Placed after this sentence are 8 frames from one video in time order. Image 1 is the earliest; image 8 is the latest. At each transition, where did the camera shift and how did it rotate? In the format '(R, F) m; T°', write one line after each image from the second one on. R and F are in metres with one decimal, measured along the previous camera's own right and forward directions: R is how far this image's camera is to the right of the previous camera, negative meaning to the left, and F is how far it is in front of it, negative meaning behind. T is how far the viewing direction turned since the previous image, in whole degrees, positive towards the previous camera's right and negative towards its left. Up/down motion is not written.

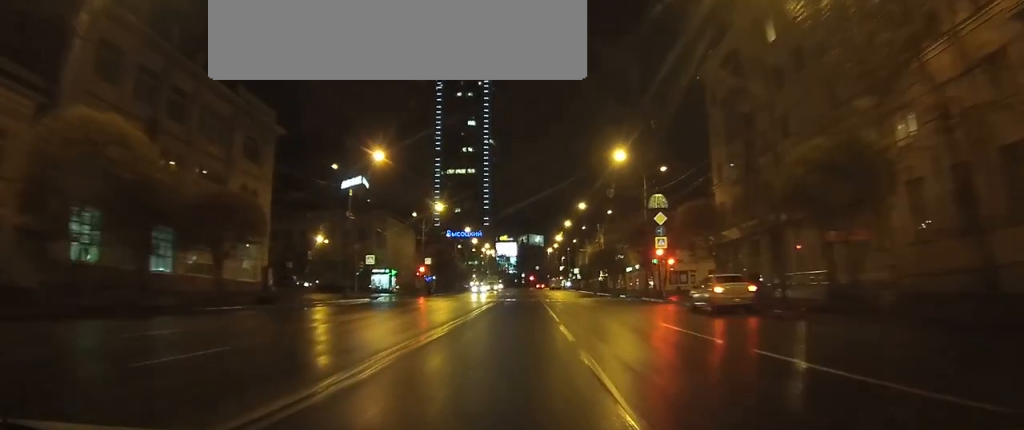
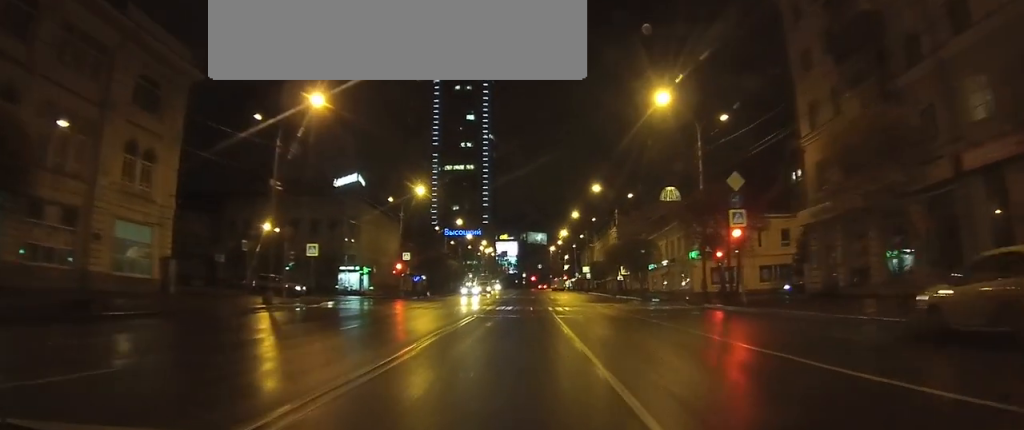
(-0.3, +14.1) m; -1°
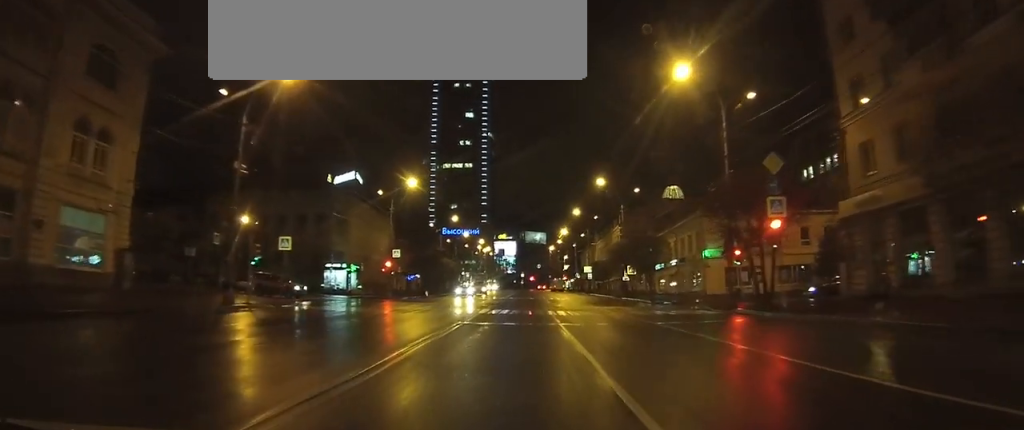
(0.0, +4.1) m; 0°
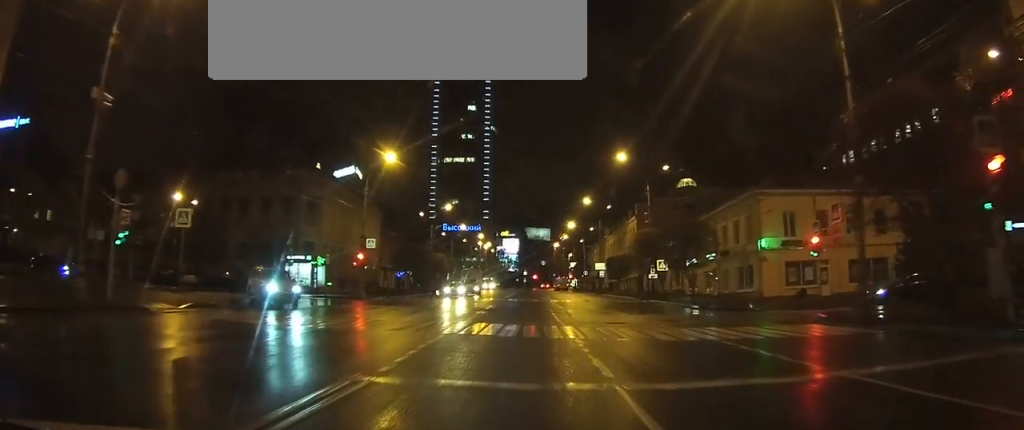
(-0.1, +10.9) m; -2°
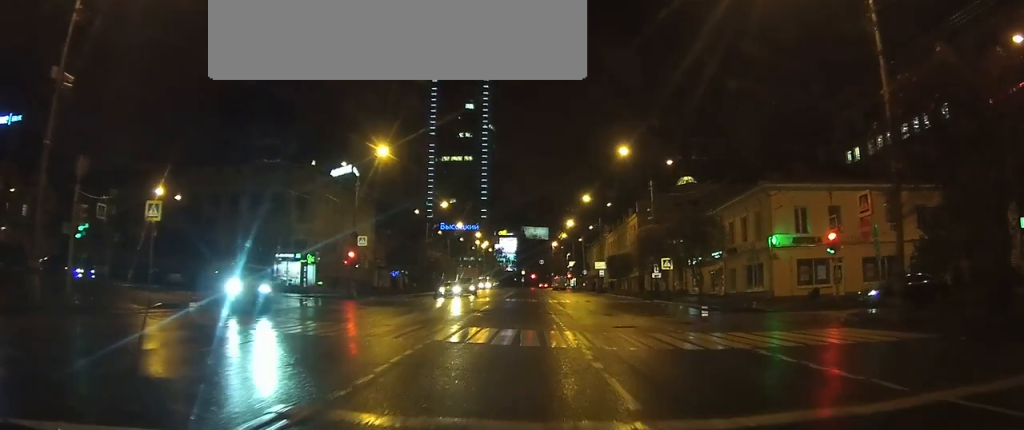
(-0.1, +2.0) m; -1°
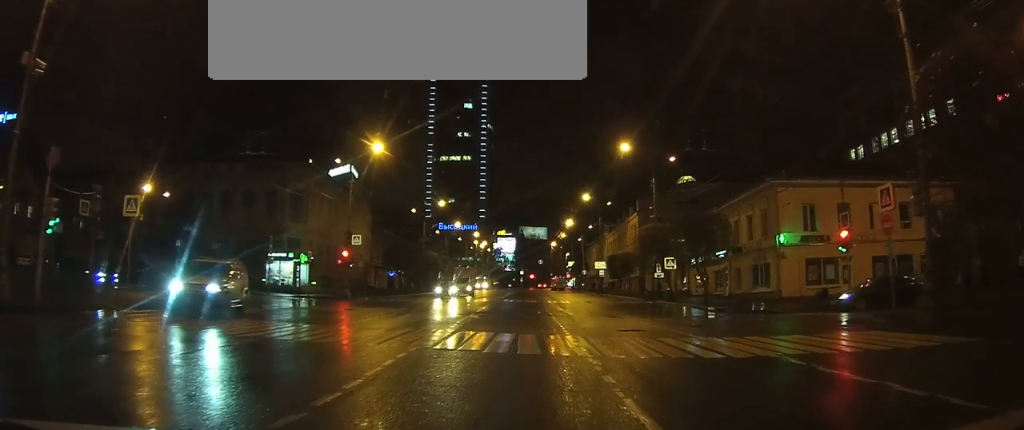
(0.0, +1.4) m; -1°
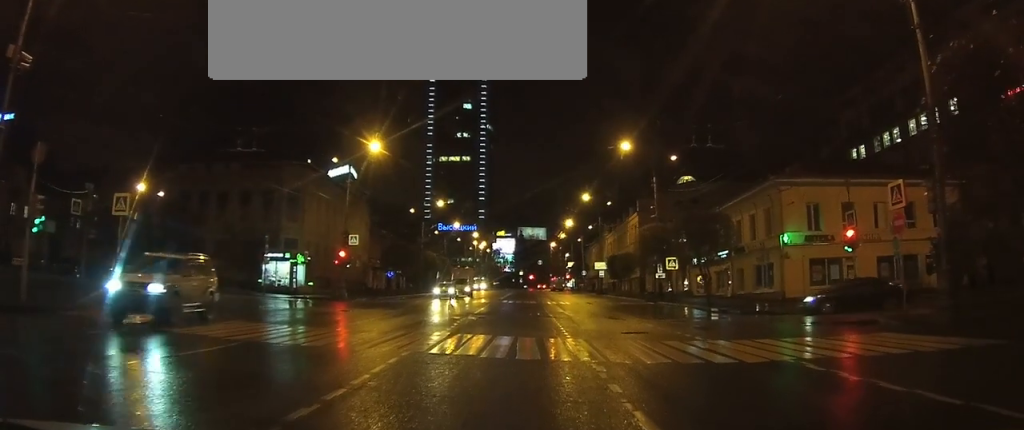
(0.0, +0.2) m; 0°
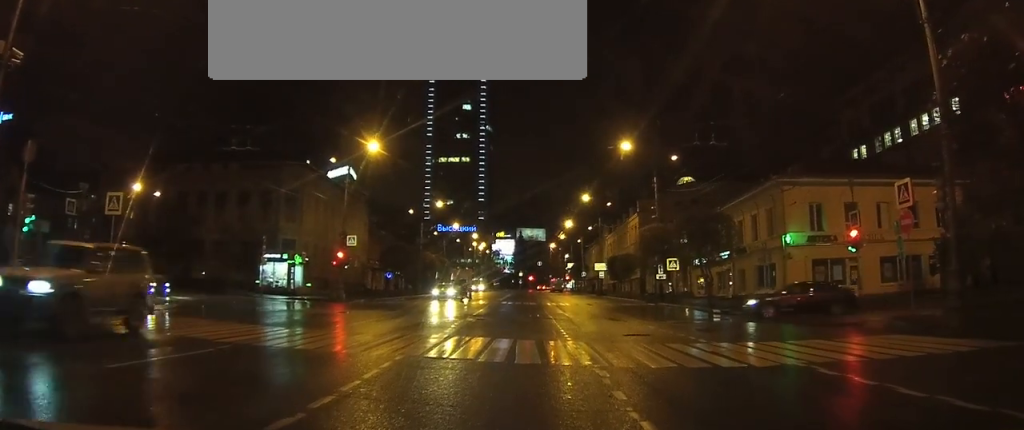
(0.0, +0.1) m; 0°
